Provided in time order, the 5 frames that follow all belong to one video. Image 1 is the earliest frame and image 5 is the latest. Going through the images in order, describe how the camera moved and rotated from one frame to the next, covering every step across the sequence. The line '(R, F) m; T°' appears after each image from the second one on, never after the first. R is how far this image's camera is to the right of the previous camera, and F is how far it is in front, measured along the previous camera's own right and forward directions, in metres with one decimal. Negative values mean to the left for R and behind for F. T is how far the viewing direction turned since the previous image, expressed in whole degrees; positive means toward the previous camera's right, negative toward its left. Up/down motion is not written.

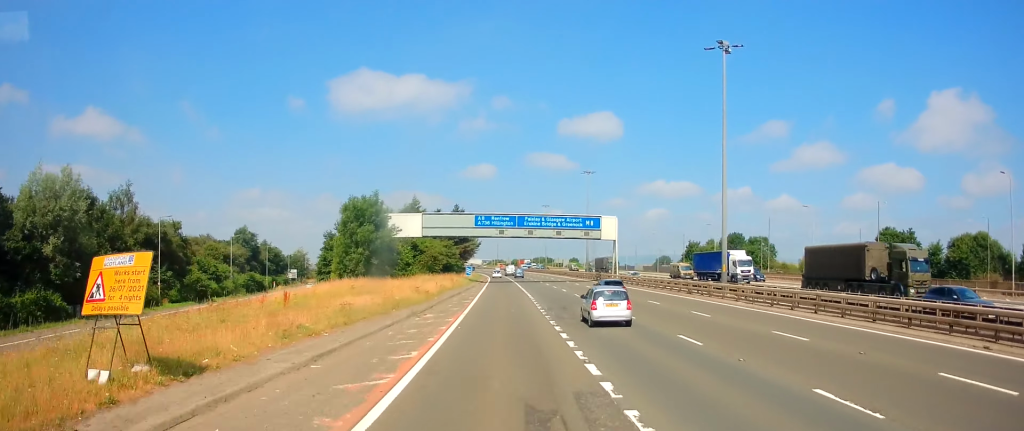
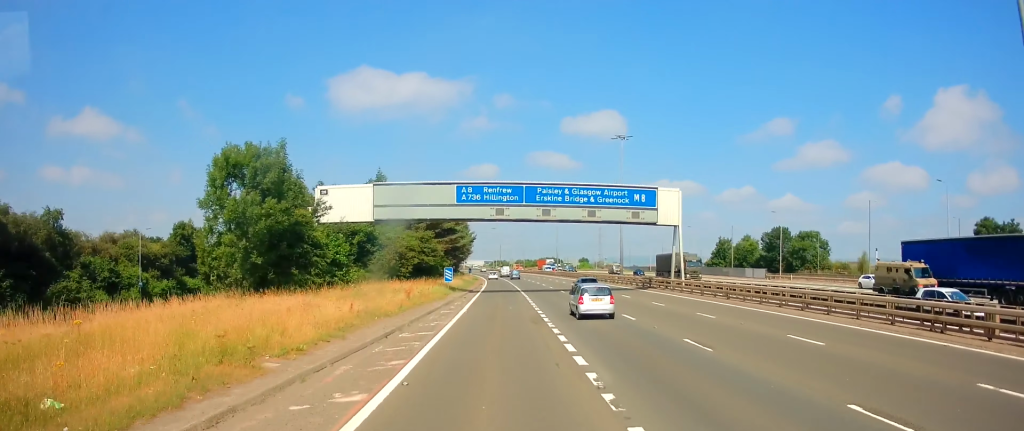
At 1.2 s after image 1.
(-0.3, +27.7) m; -1°
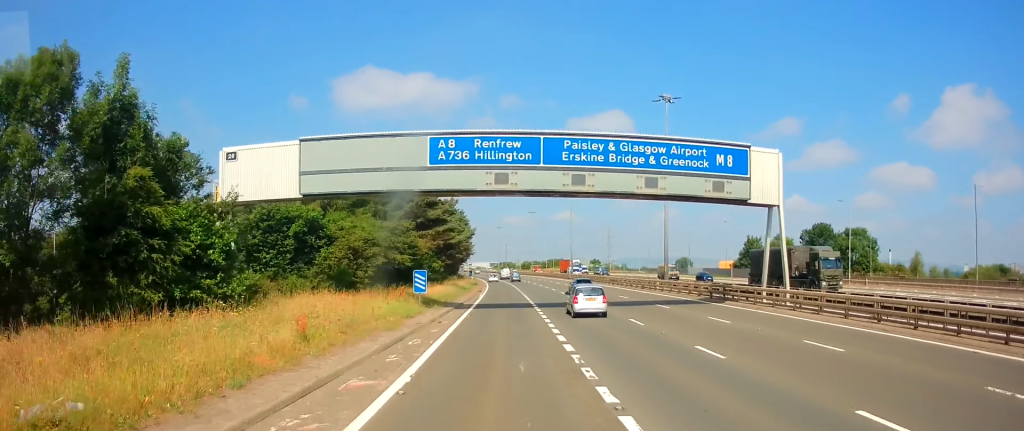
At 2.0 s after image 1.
(-0.1, +18.0) m; 0°
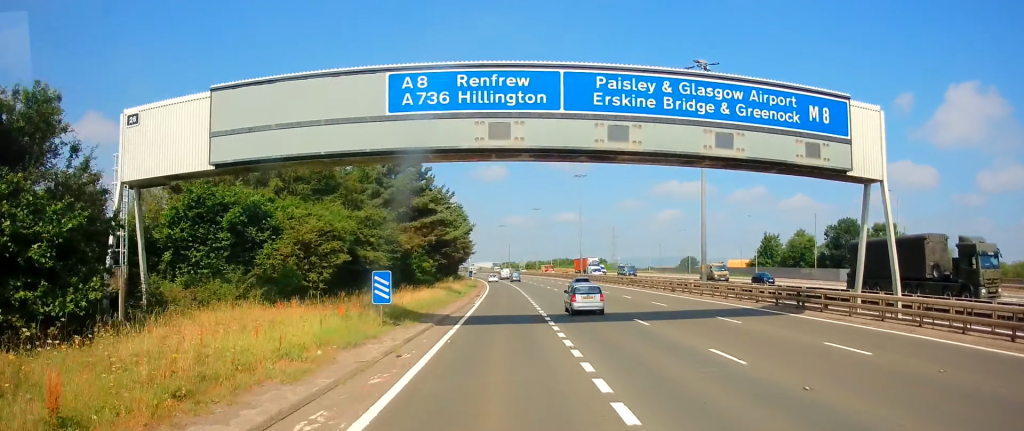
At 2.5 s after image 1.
(+0.2, +9.7) m; 0°
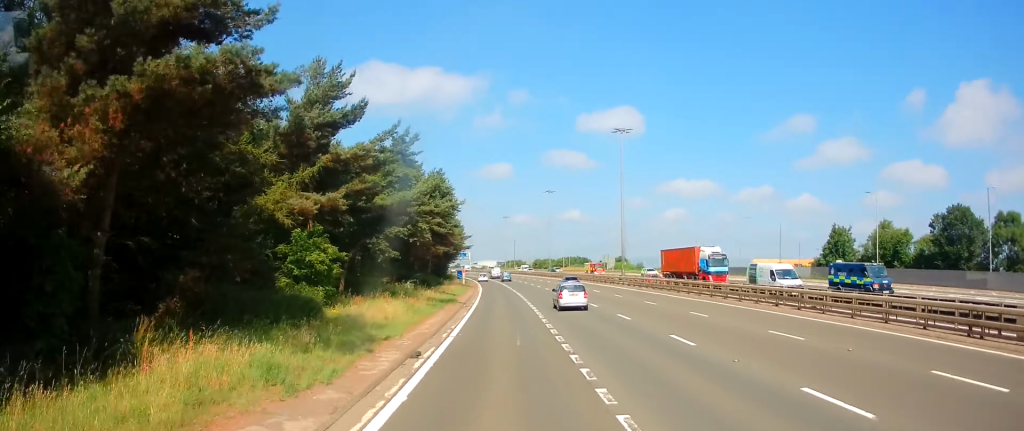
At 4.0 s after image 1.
(-0.6, +34.4) m; -1°
